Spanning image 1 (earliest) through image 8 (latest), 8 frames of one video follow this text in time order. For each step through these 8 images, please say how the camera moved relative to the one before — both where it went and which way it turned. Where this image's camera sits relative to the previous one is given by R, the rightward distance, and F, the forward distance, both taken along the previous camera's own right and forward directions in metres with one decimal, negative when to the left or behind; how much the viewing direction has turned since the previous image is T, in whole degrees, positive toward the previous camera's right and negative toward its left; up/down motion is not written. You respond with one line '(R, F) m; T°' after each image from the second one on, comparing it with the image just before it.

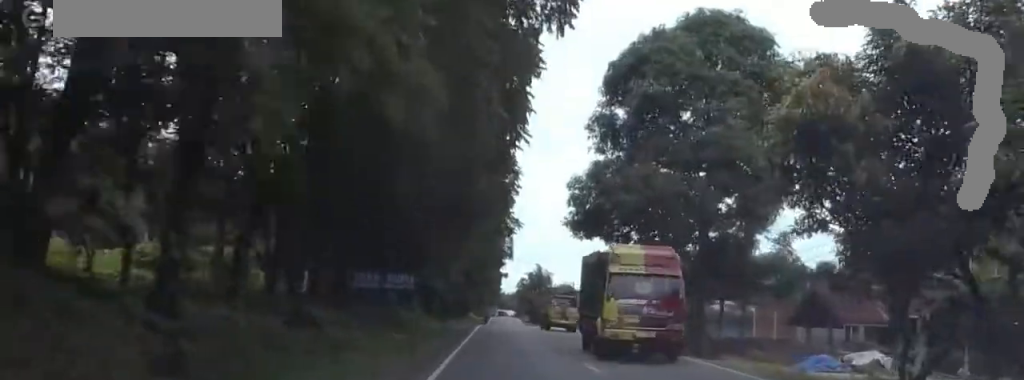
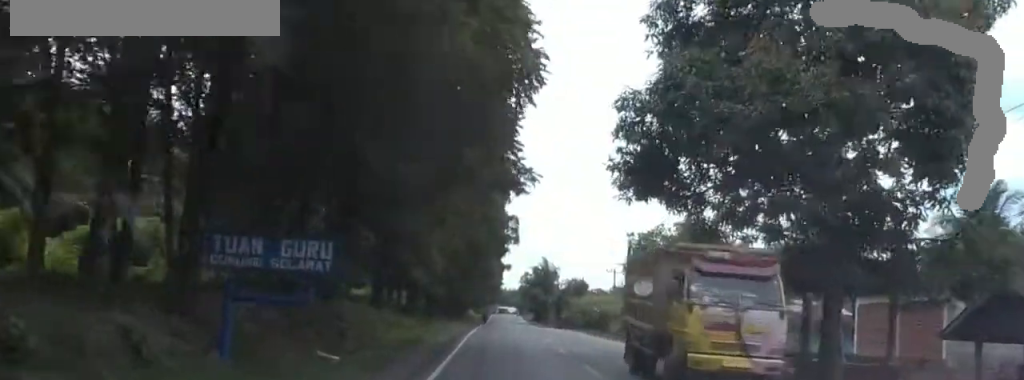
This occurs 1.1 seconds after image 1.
(+0.2, +16.2) m; -3°
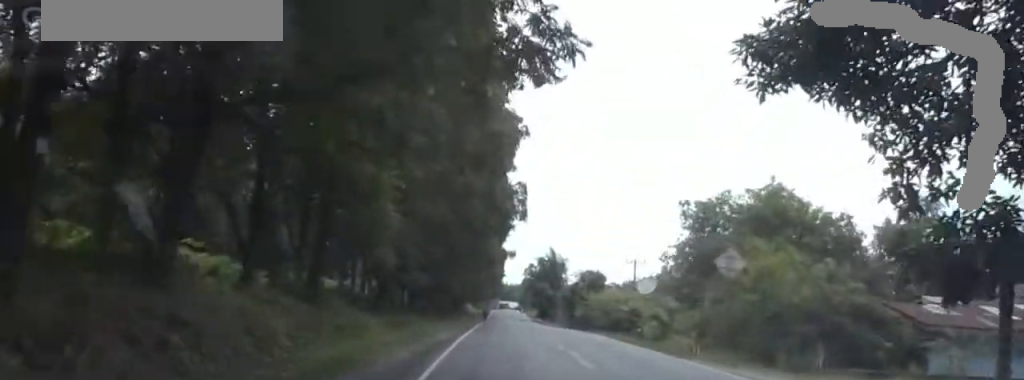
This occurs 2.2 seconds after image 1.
(-1.1, +15.0) m; -1°
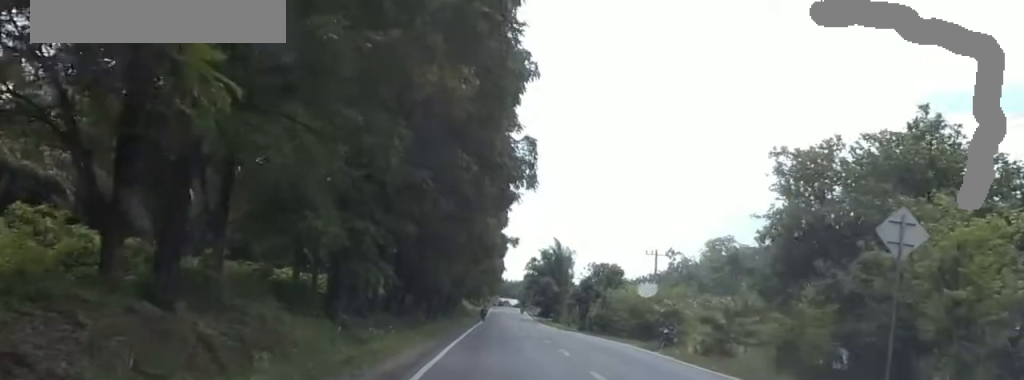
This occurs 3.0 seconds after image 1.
(+0.8, +12.6) m; +2°
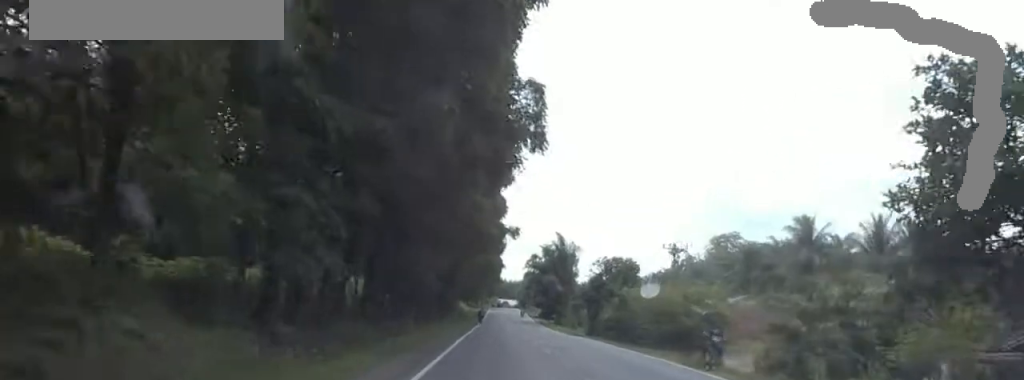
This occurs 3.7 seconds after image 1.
(+0.1, +9.2) m; 0°
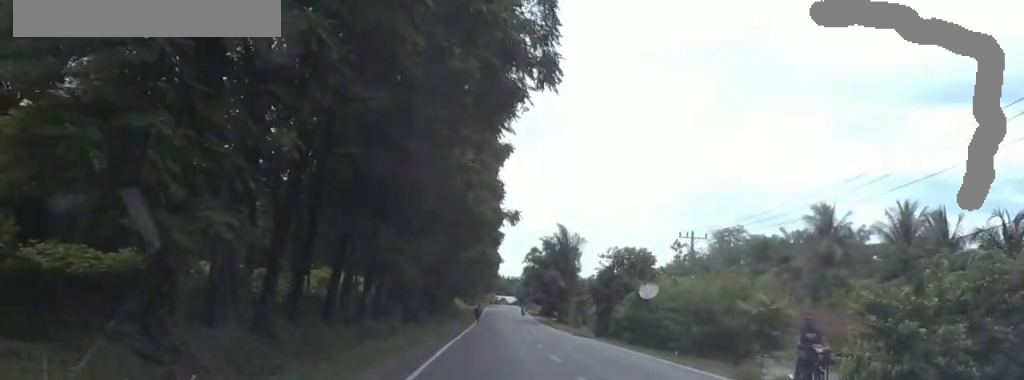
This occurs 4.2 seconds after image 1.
(-0.1, +7.5) m; -1°
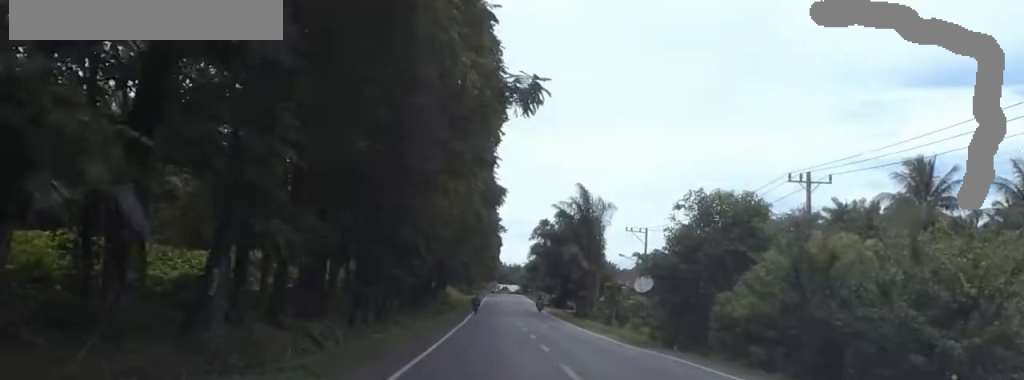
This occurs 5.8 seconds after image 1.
(-0.1, +23.6) m; 0°
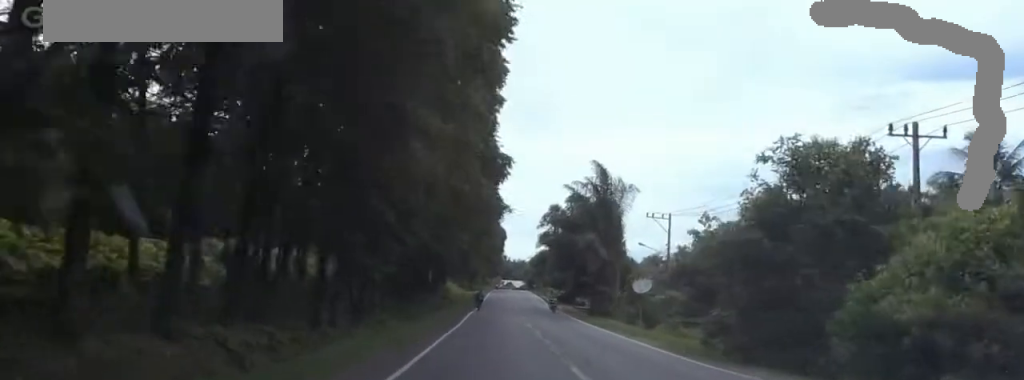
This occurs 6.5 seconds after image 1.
(0.0, +9.8) m; 0°
